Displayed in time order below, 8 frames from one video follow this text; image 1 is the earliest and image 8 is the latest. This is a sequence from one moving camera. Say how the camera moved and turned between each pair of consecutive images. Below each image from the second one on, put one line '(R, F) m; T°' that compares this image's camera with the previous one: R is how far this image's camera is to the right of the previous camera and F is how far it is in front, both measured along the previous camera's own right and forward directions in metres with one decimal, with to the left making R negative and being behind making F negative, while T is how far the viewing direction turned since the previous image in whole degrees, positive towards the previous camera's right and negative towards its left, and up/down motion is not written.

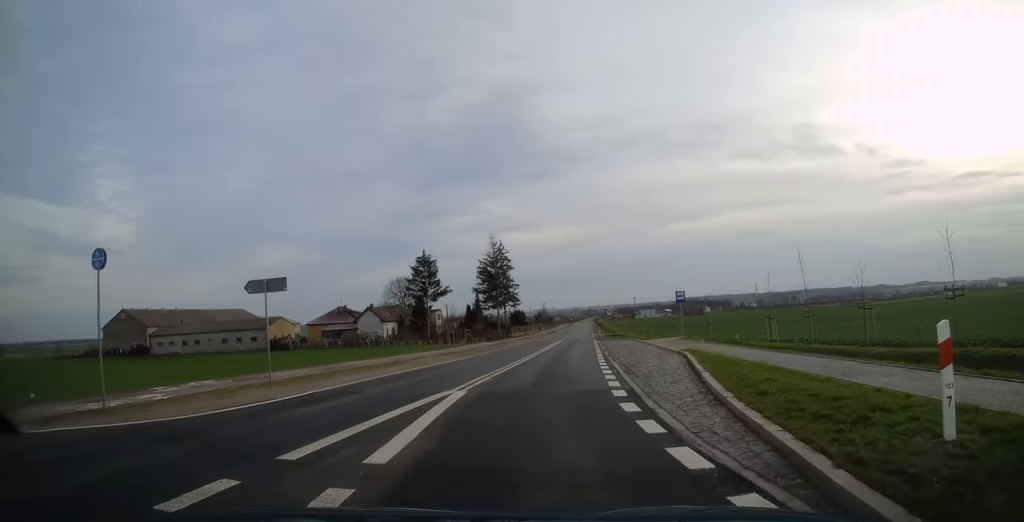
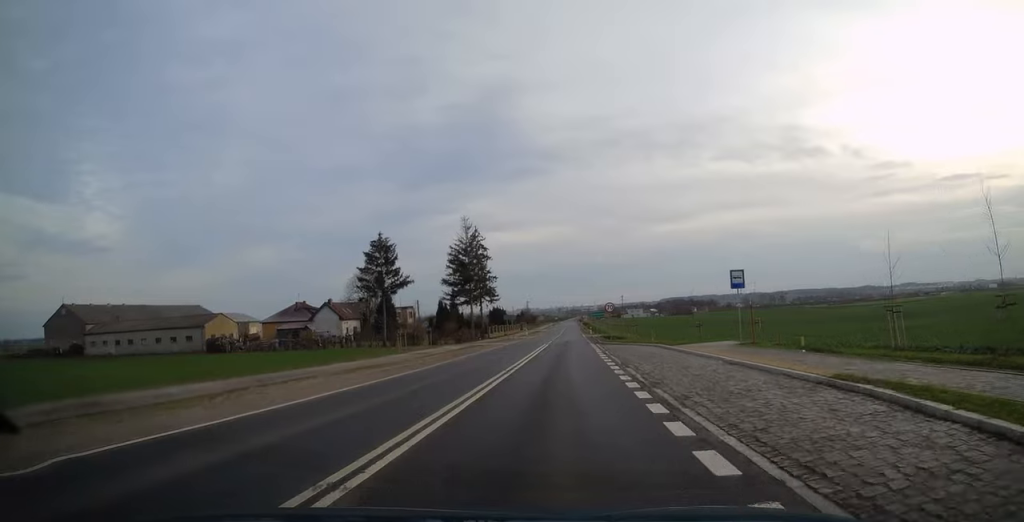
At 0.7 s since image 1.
(+0.5, +14.1) m; +2°
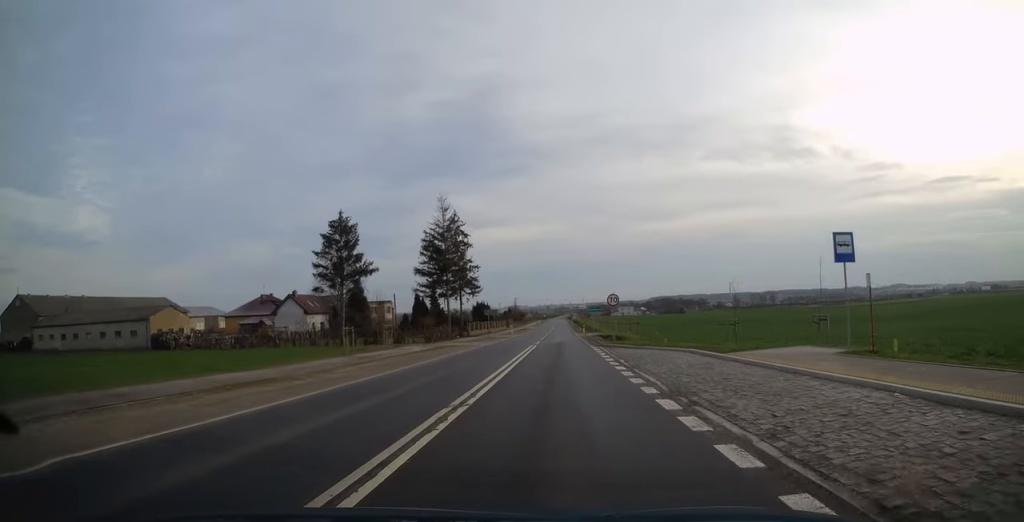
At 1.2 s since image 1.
(0.0, +9.9) m; +1°
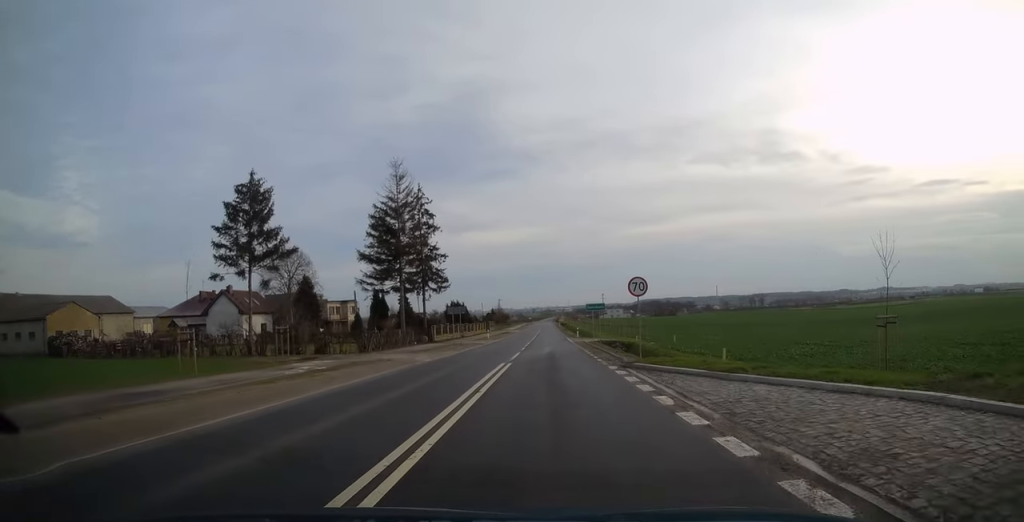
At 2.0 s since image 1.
(0.0, +15.5) m; +1°
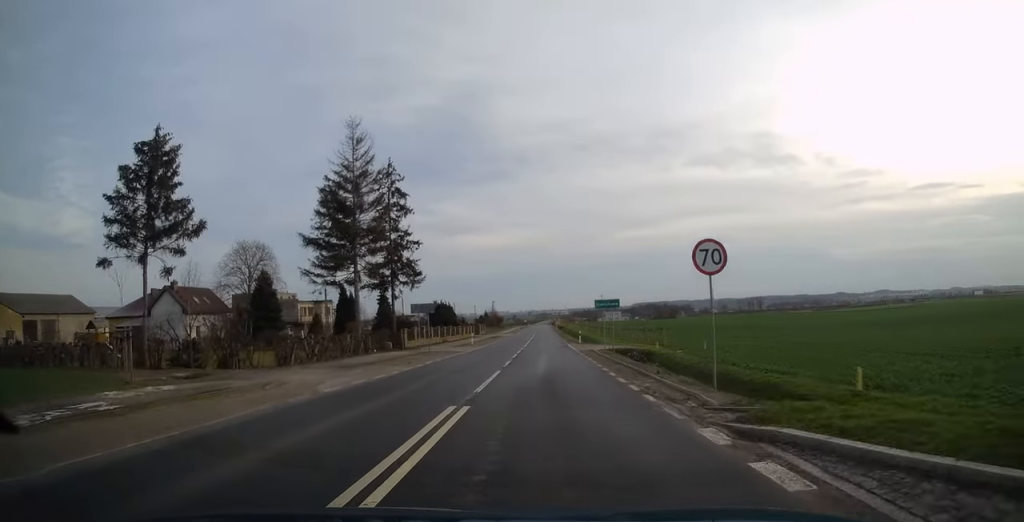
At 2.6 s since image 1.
(+0.2, +11.3) m; +1°
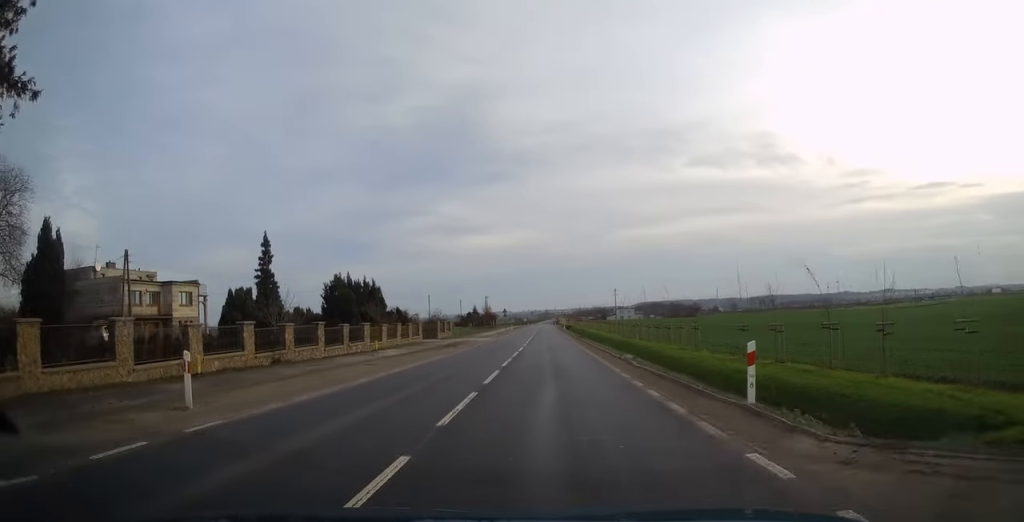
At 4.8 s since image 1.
(+0.2, +43.6) m; +2°
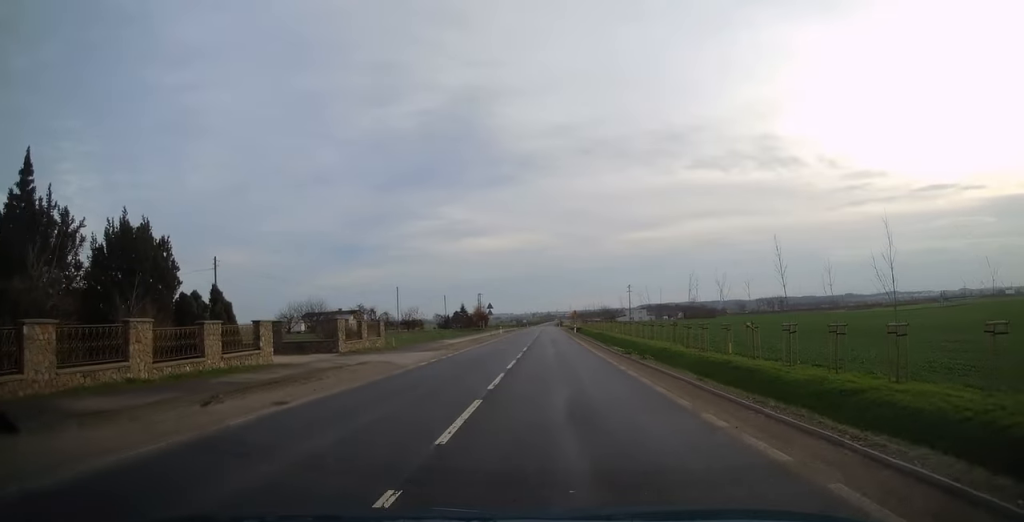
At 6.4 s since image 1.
(+0.2, +31.3) m; -1°
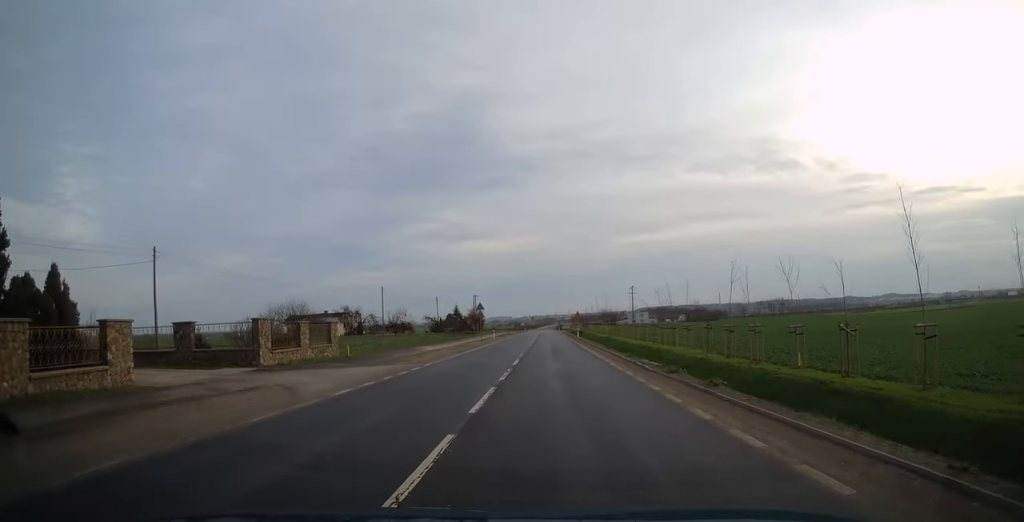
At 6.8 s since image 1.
(-0.1, +9.2) m; 0°
